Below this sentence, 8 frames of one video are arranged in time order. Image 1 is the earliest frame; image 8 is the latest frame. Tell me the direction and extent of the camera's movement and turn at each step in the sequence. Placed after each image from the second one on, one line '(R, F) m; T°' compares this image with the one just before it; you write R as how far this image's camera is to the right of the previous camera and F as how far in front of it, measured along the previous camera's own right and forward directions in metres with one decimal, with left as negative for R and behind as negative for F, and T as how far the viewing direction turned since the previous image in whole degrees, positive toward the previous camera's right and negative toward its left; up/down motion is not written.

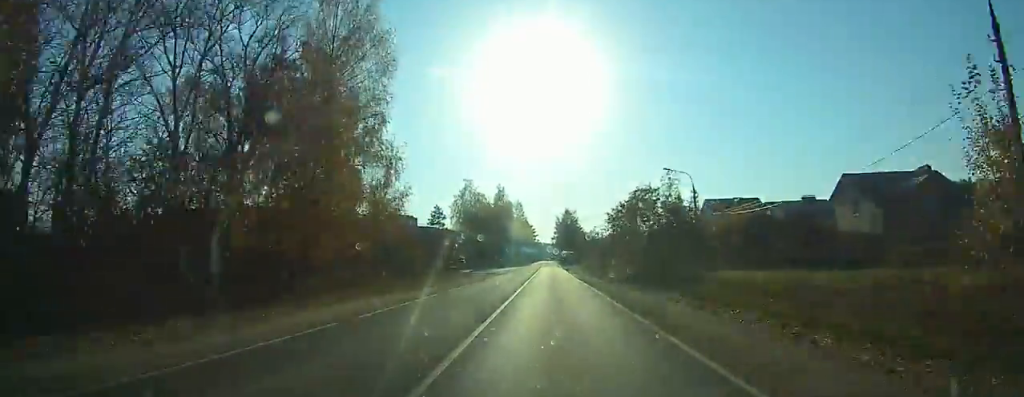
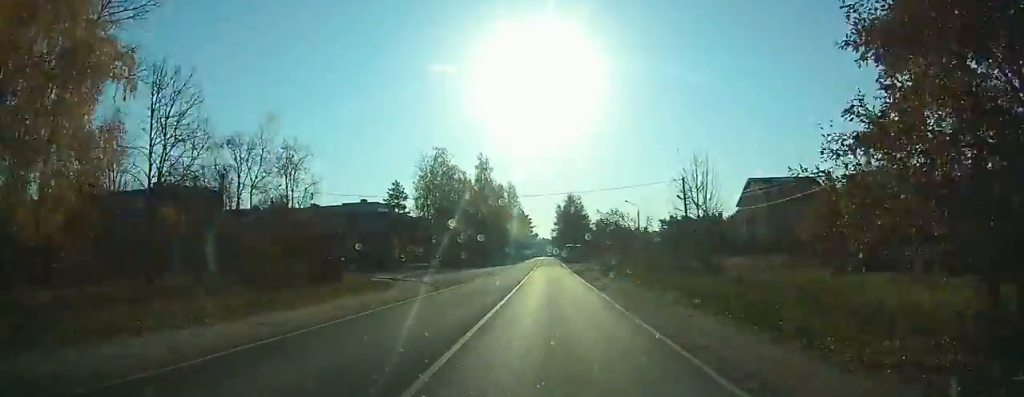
(+0.1, +31.9) m; 0°
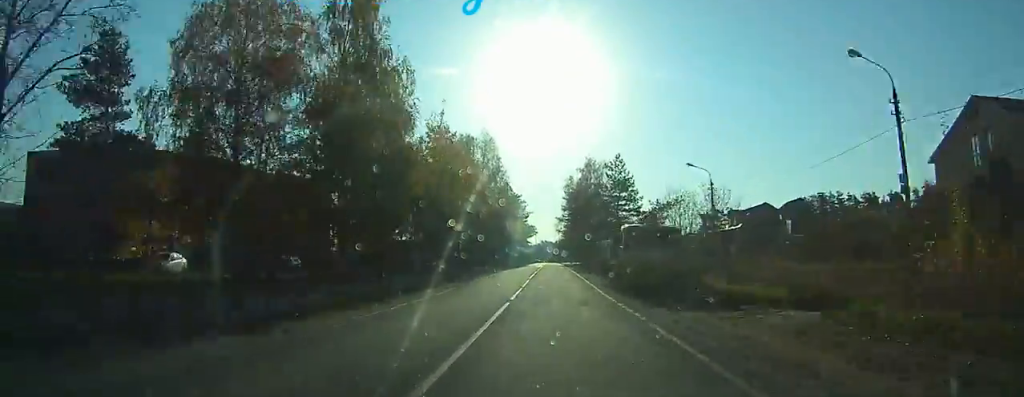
(+0.4, +62.8) m; 0°
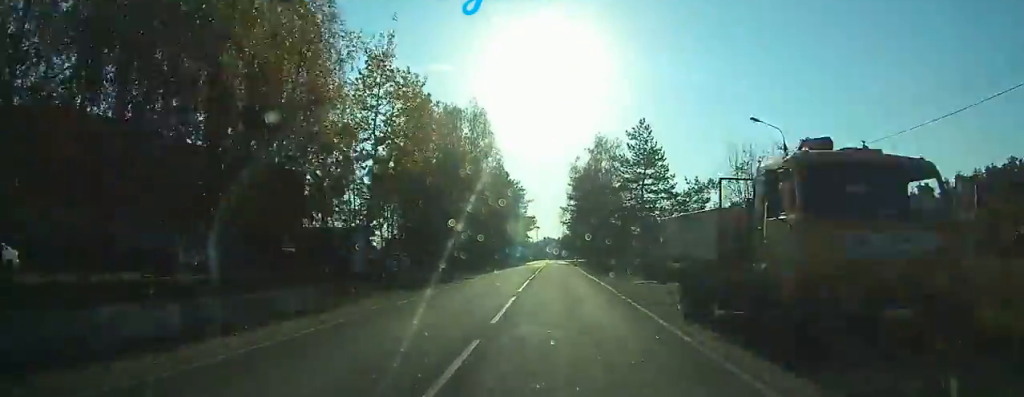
(0.0, +15.5) m; 0°
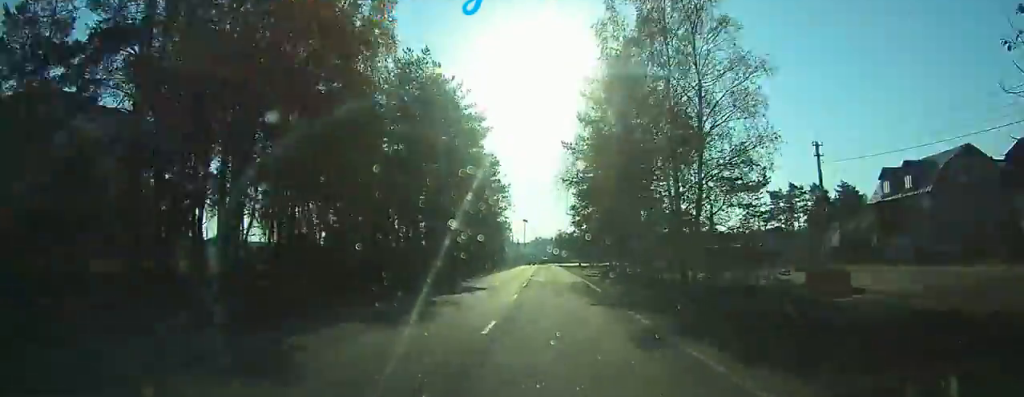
(0.0, +49.5) m; 0°
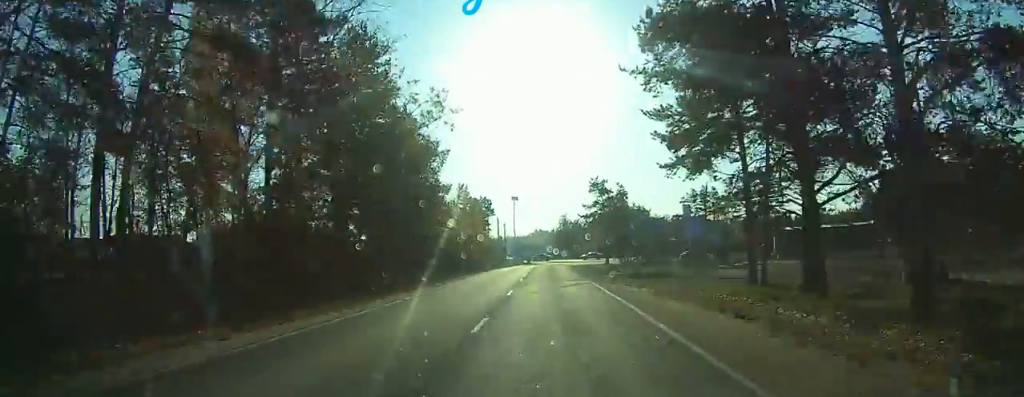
(-0.3, +48.1) m; 0°
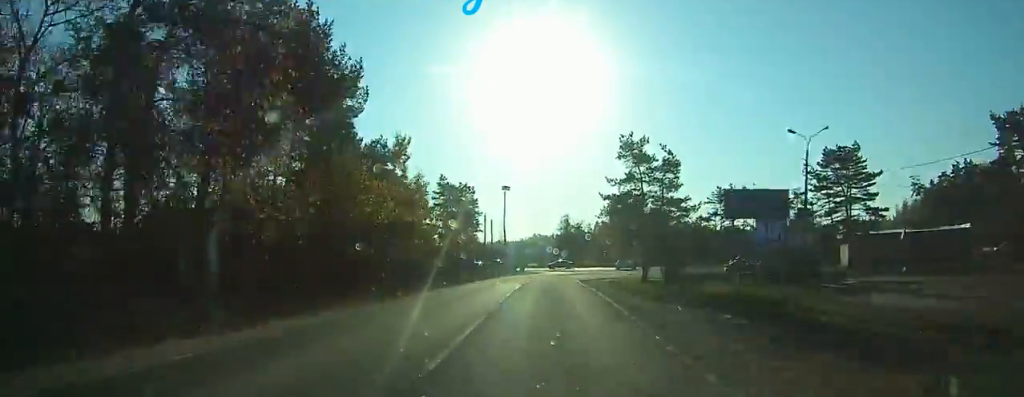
(0.0, +22.1) m; 0°
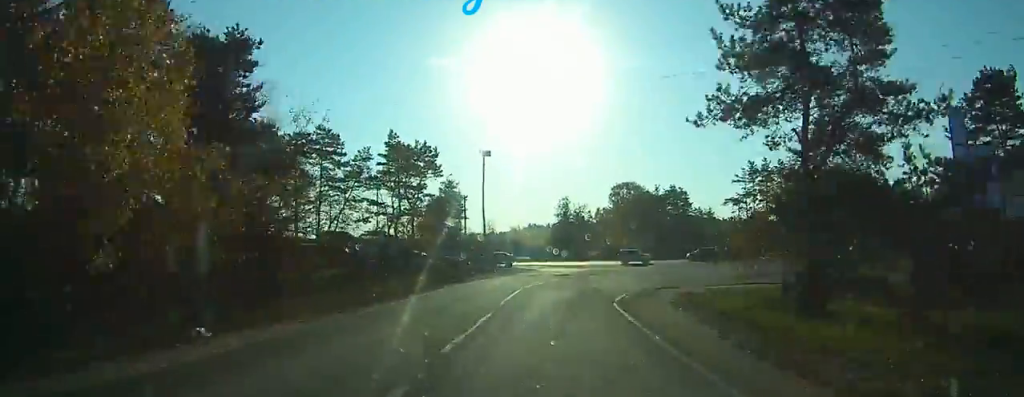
(0.0, +22.3) m; +1°
